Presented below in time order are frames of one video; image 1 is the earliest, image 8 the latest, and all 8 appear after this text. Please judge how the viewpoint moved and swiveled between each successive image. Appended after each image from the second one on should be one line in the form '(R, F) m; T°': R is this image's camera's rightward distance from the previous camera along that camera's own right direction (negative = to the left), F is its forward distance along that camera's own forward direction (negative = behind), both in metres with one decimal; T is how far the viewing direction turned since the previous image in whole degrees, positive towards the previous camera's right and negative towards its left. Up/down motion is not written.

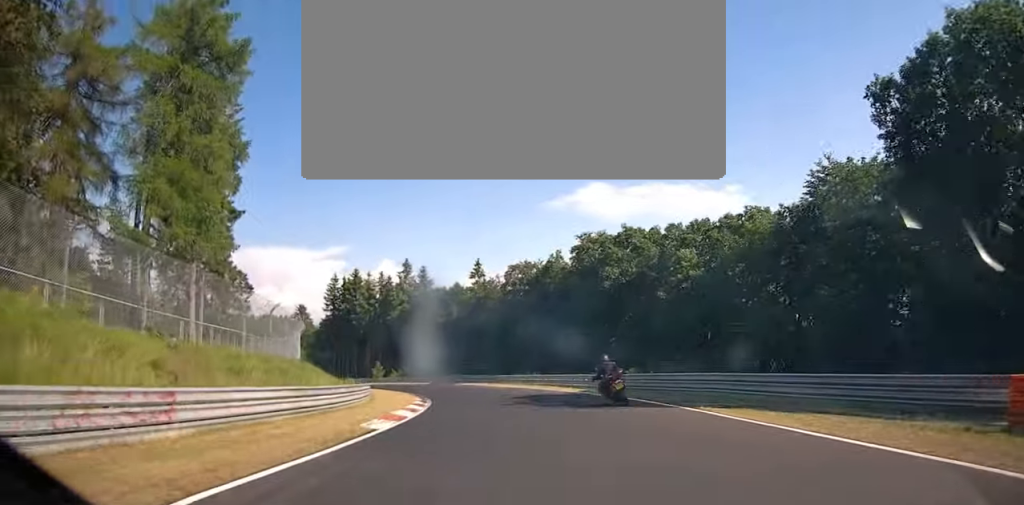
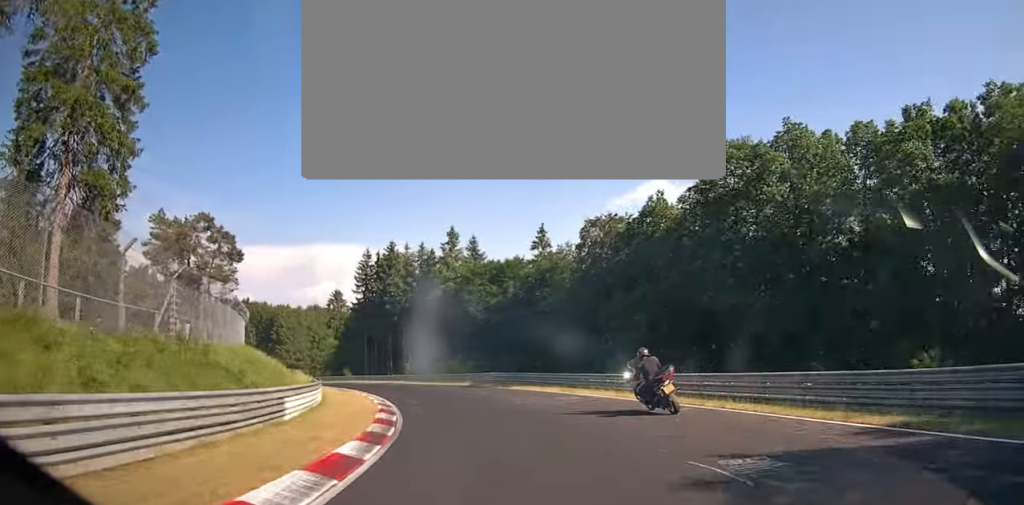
(-0.5, +22.6) m; -6°
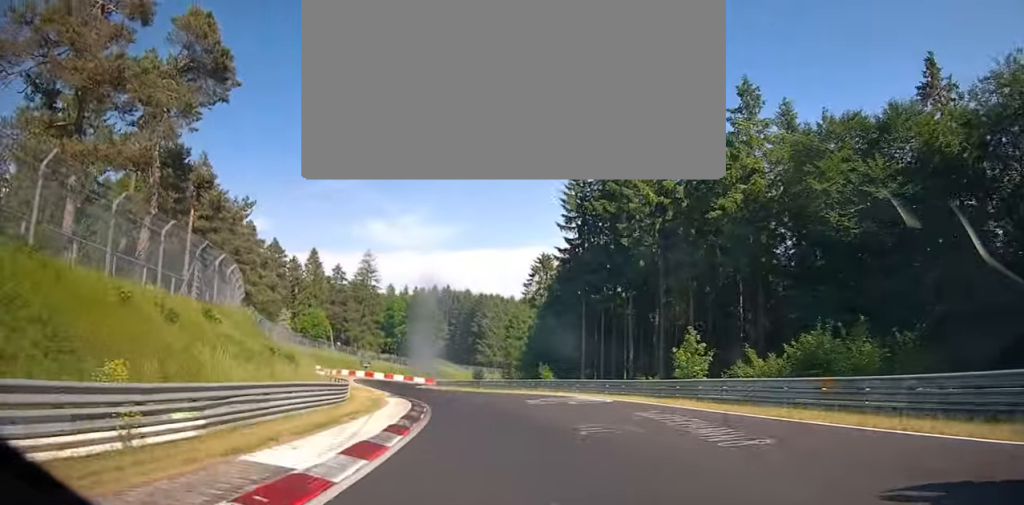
(-6.4, +46.4) m; -15°
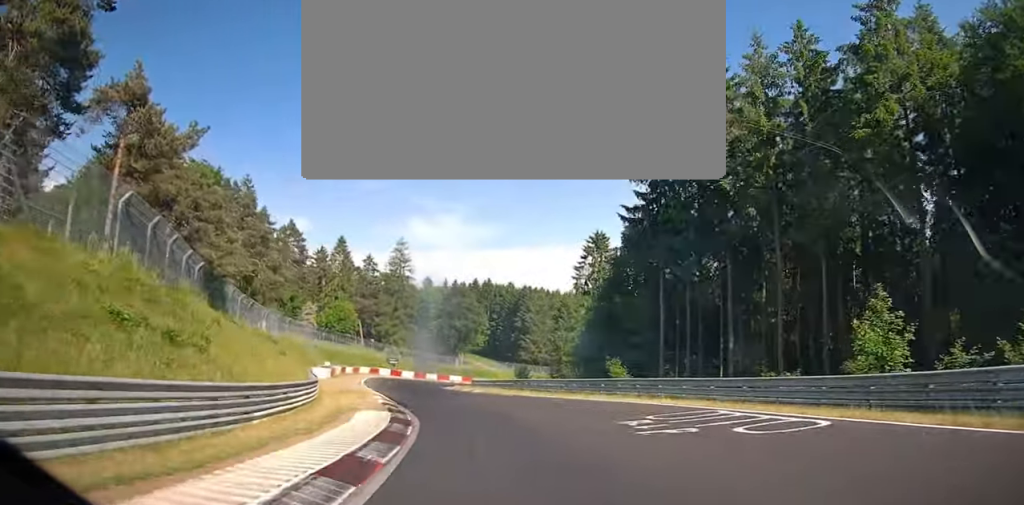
(-0.6, +13.2) m; -4°
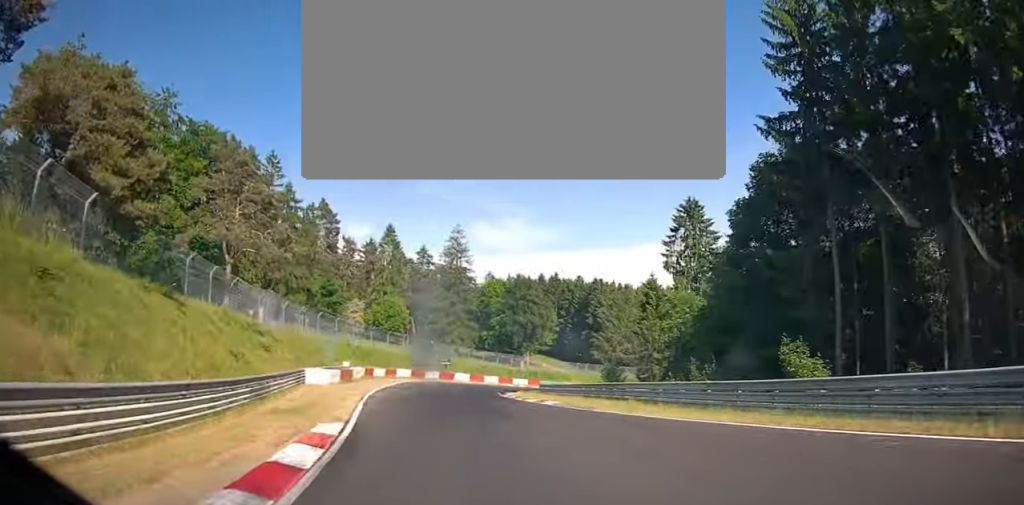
(-0.6, +15.2) m; -4°
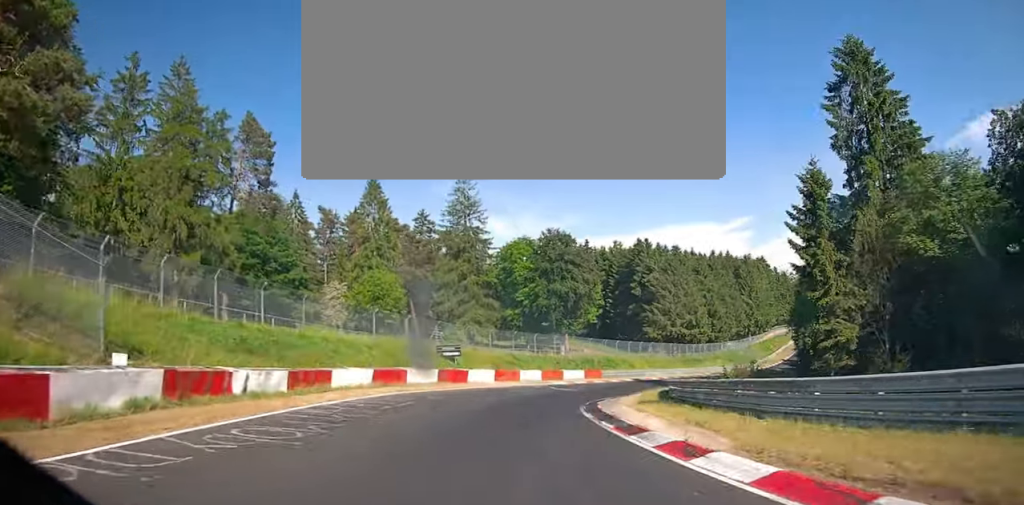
(-1.9, +31.6) m; -3°
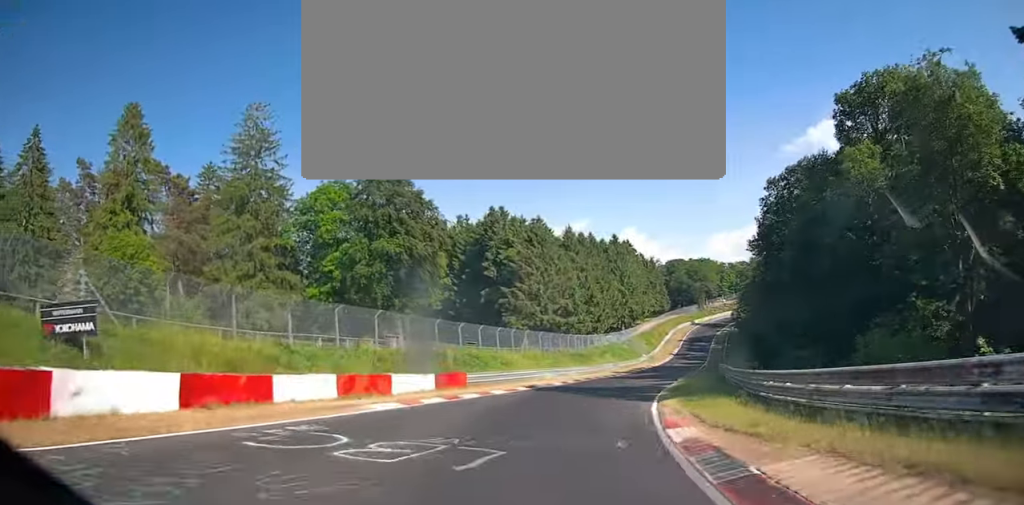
(+0.4, +30.5) m; +9°
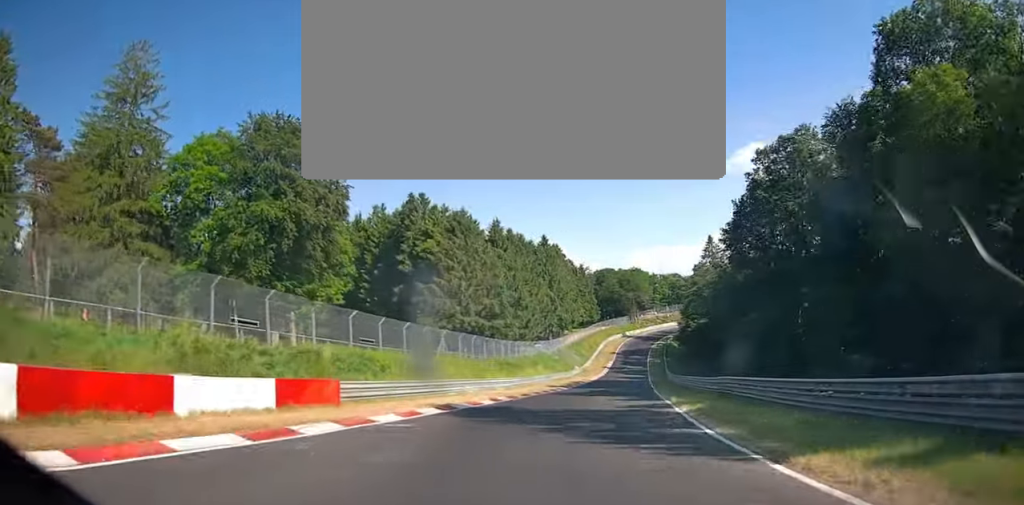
(+1.7, +13.2) m; +5°
